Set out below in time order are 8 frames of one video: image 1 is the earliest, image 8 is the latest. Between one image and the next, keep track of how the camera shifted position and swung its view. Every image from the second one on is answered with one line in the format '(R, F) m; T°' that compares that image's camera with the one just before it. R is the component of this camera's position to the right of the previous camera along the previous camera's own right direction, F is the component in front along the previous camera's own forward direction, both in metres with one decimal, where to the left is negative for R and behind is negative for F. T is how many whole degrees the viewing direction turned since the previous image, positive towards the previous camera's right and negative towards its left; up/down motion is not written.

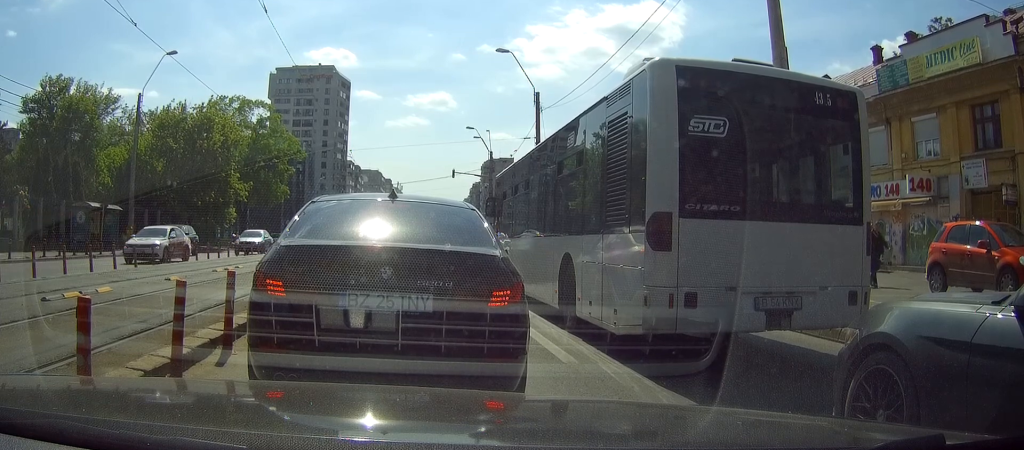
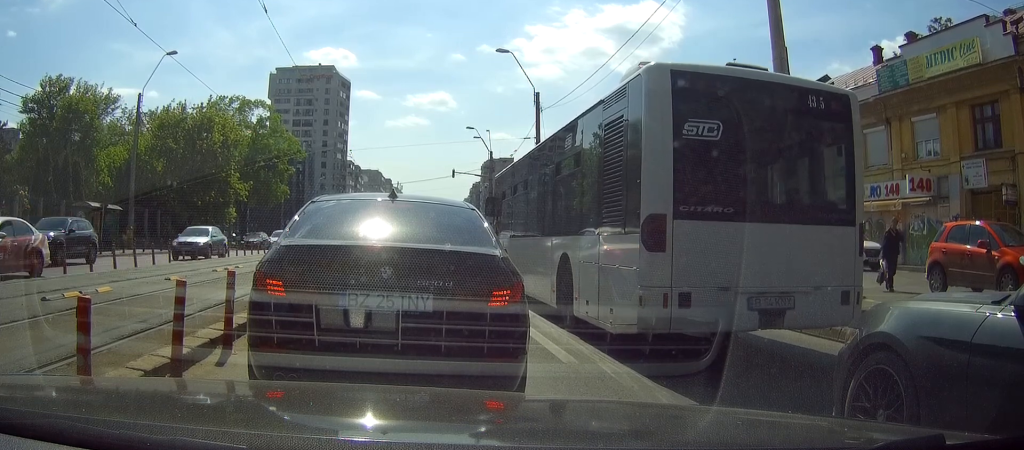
(0.0, 0.0) m; 0°
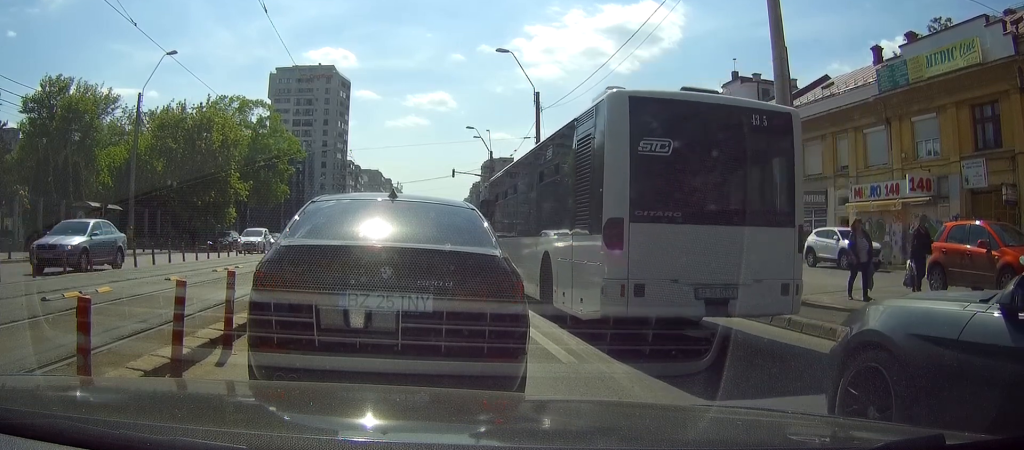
(0.0, 0.0) m; 0°
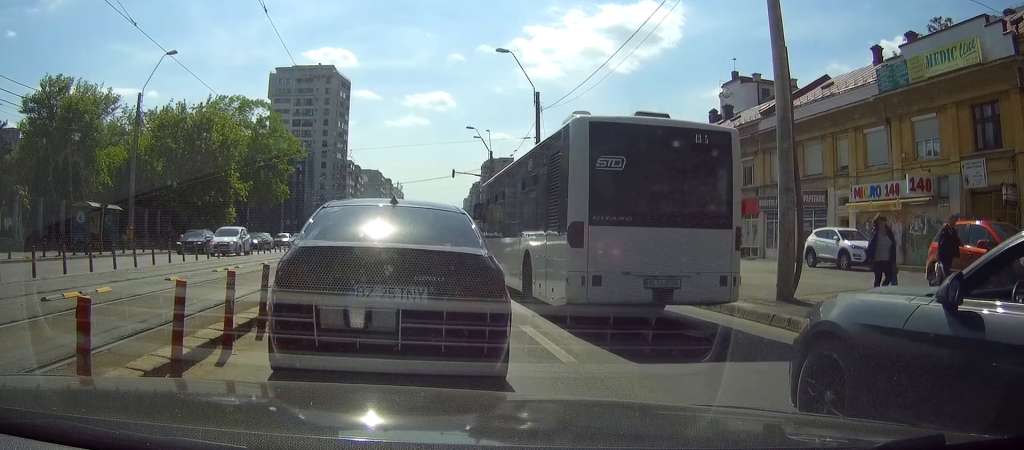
(0.0, 0.0) m; 0°
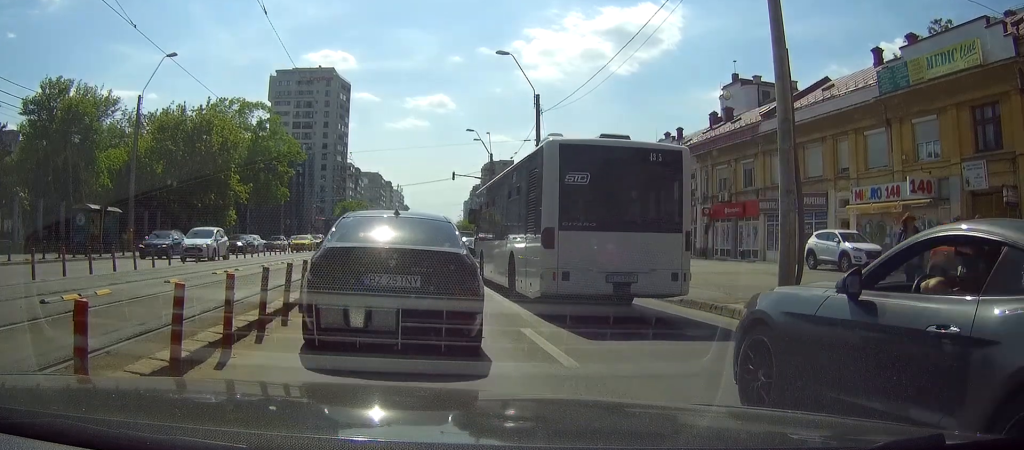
(0.0, 0.0) m; 0°
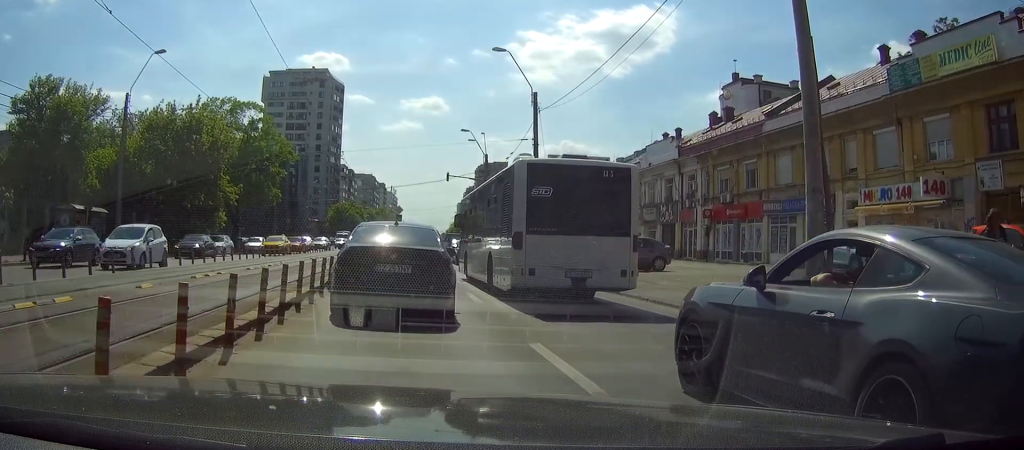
(0.0, +0.3) m; 0°
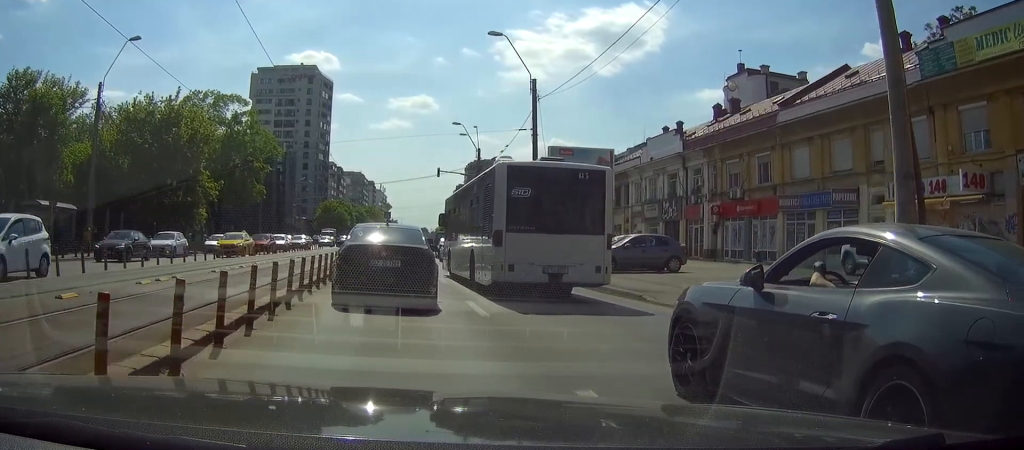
(0.0, +1.4) m; +1°
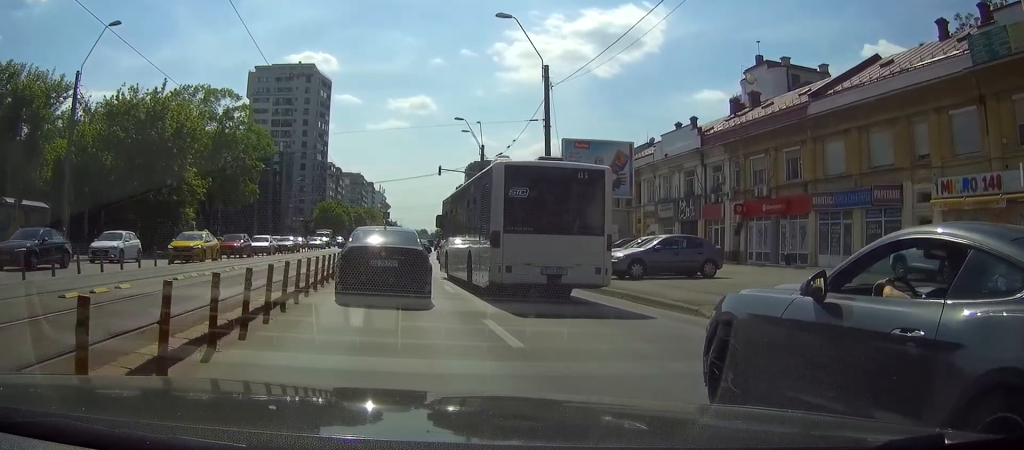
(0.0, +1.8) m; +1°
